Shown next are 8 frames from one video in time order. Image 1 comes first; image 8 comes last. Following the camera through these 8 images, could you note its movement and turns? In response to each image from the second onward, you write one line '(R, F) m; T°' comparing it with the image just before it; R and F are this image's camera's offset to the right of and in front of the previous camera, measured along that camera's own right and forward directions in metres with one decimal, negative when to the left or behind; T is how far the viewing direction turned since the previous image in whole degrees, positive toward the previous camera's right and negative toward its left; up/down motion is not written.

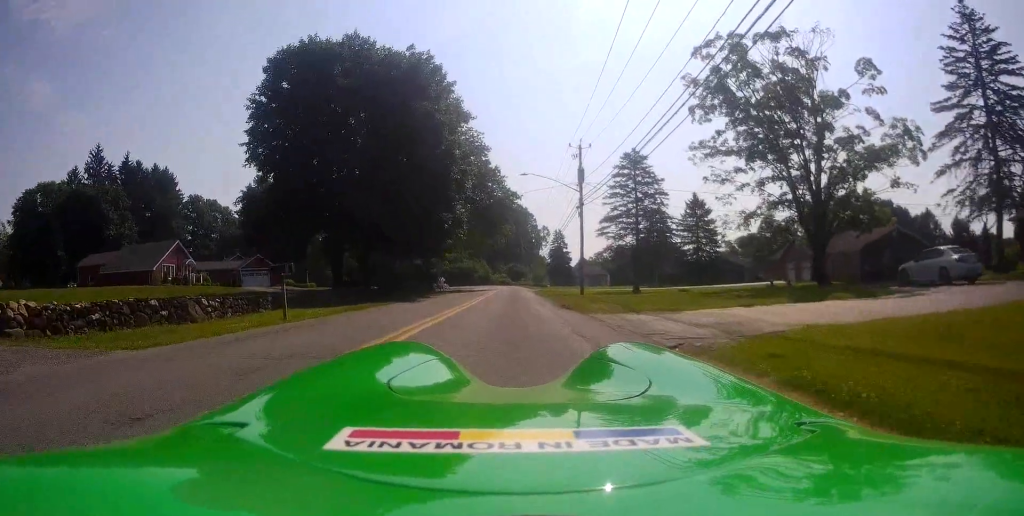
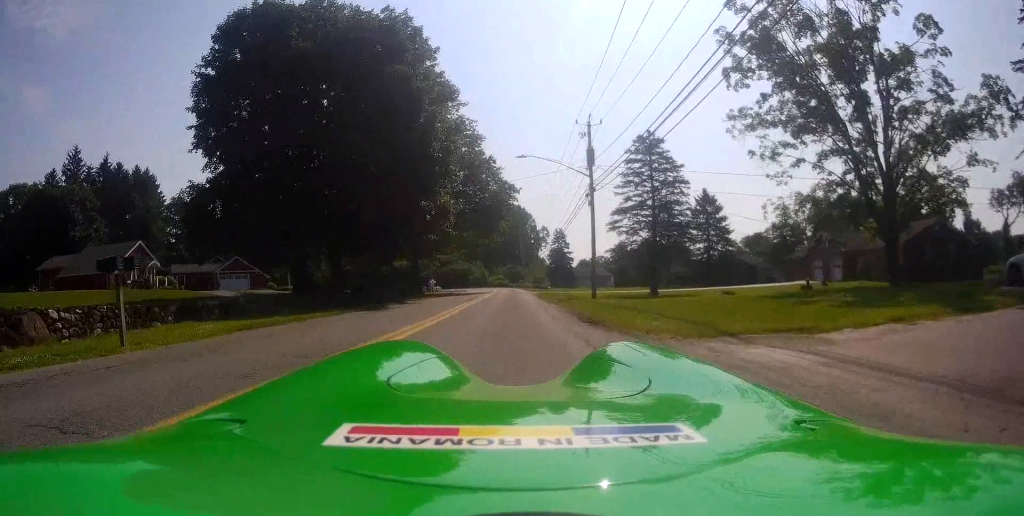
(+0.3, +6.9) m; +4°
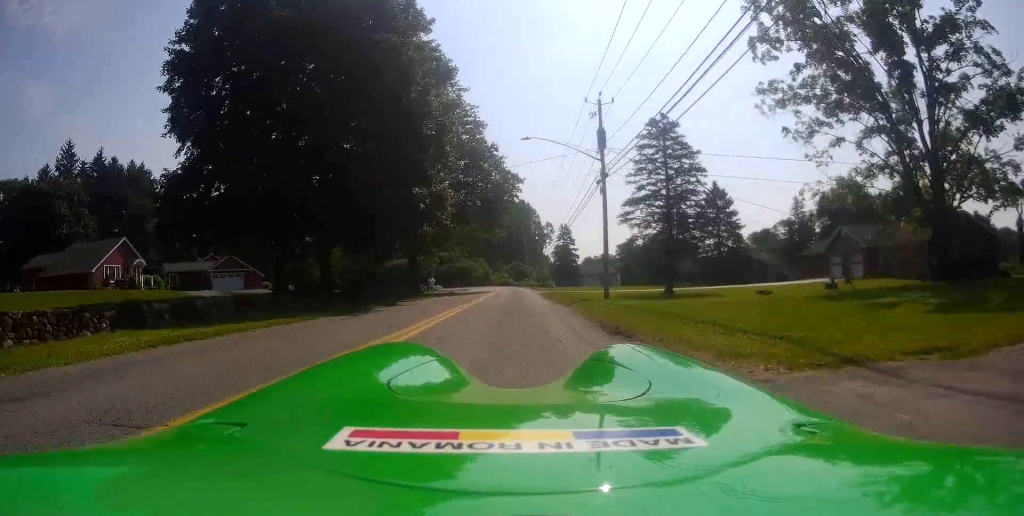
(+0.3, +3.2) m; 0°
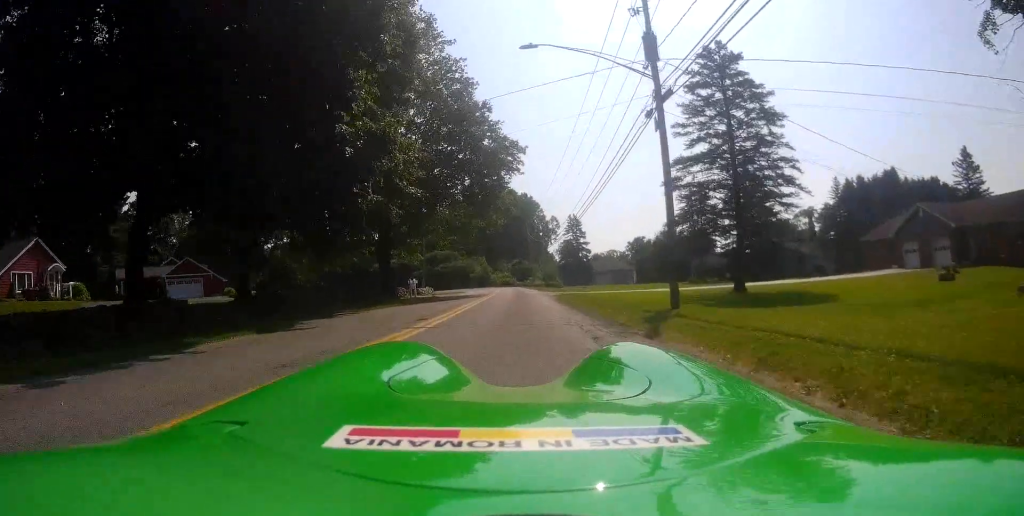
(-1.1, +12.5) m; 0°
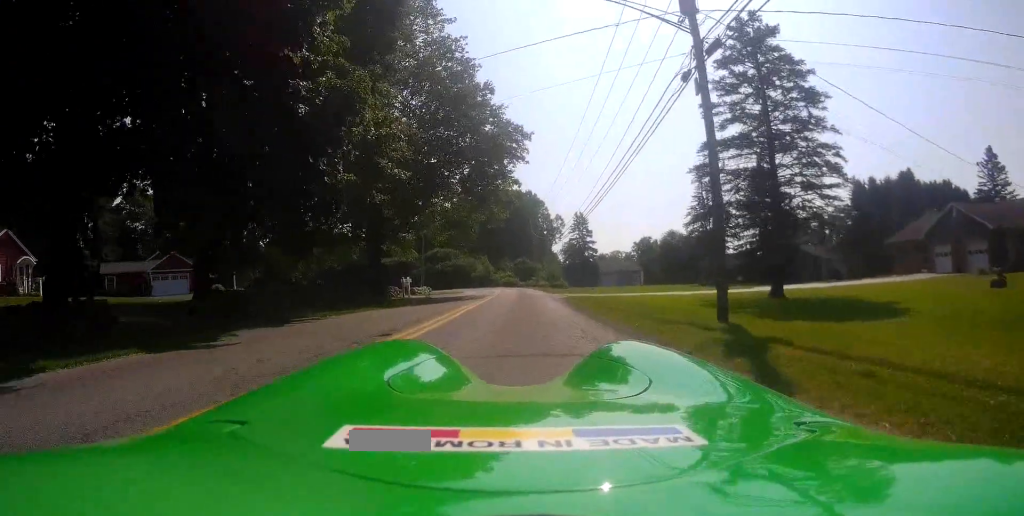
(+0.4, +3.9) m; 0°
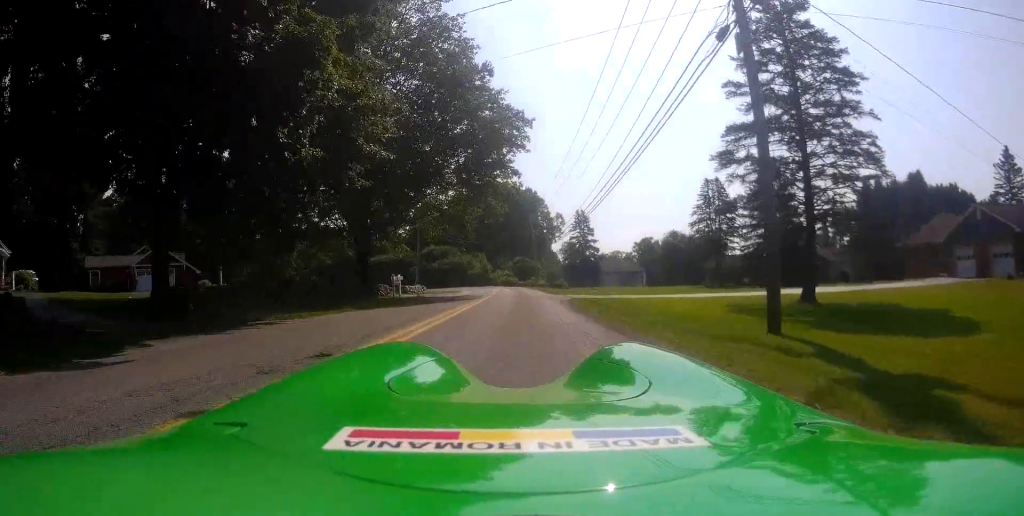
(+0.1, +2.9) m; 0°
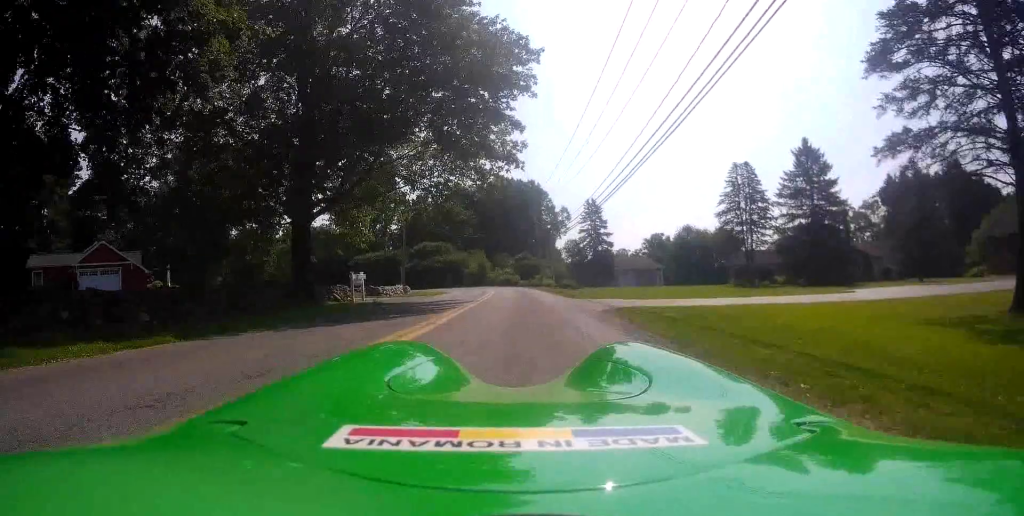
(-0.9, +10.8) m; -4°
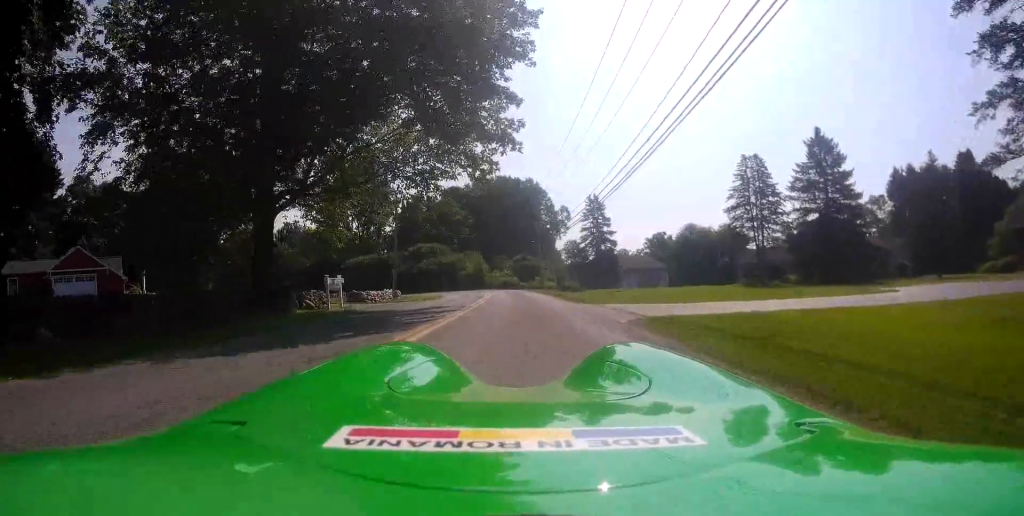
(0.0, +3.7) m; 0°
